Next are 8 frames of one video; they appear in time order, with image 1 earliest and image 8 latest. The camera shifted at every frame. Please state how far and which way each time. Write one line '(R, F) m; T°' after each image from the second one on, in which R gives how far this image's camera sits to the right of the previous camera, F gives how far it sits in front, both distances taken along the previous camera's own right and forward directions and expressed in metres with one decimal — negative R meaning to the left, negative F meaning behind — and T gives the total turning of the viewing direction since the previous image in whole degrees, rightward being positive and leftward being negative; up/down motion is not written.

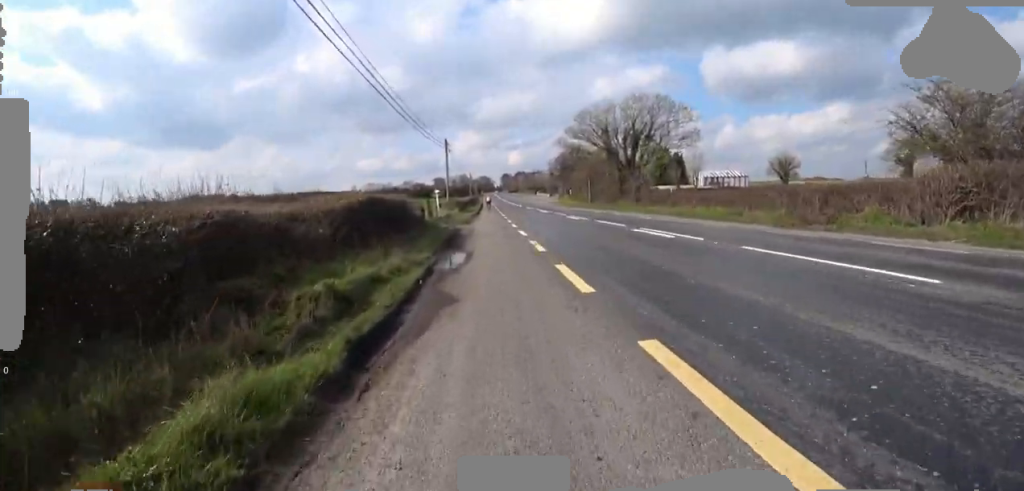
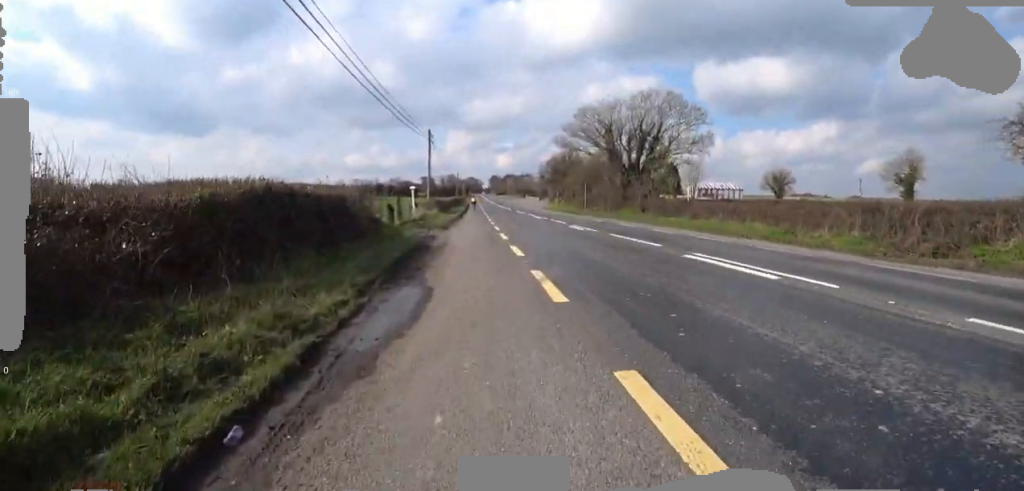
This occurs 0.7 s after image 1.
(0.0, +4.4) m; 0°
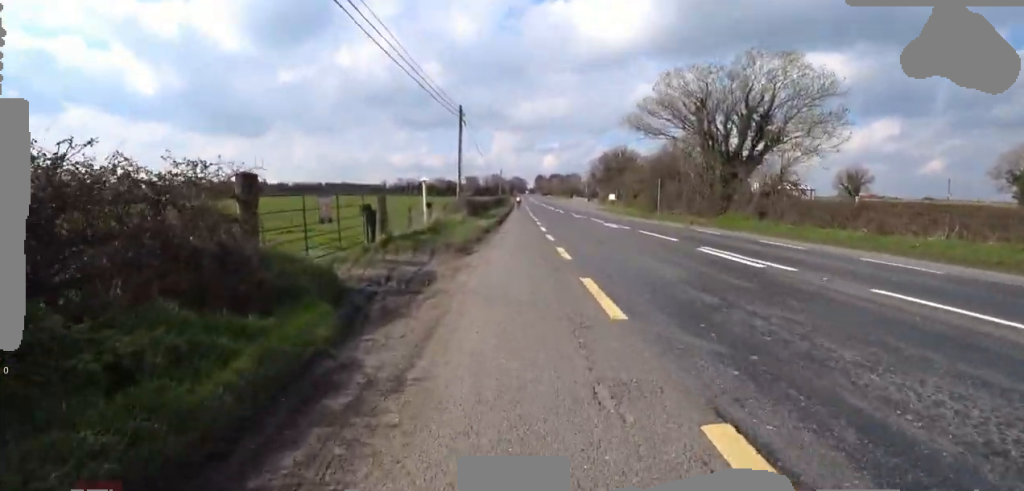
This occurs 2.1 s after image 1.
(0.0, +8.8) m; 0°
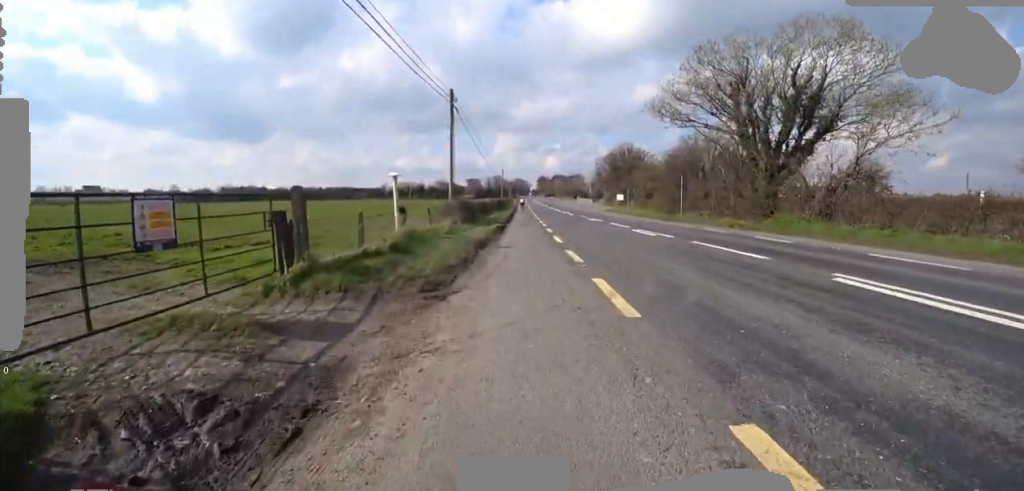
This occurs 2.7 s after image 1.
(0.0, +4.2) m; 0°
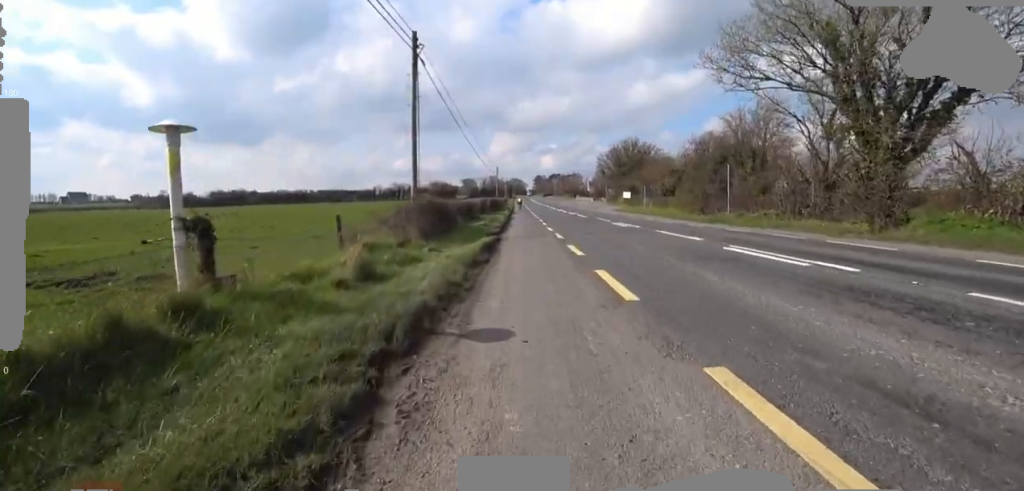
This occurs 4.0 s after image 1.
(0.0, +7.5) m; -2°
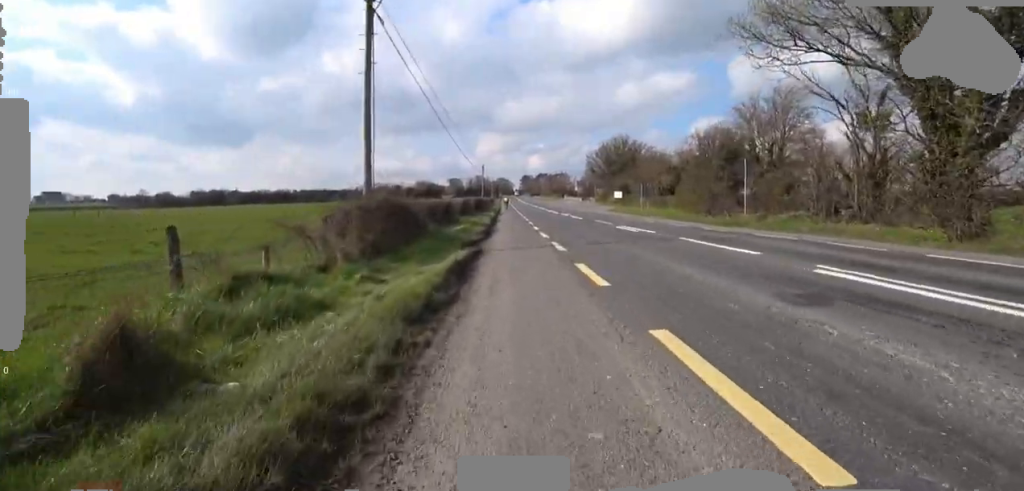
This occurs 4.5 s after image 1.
(0.0, +3.4) m; -2°
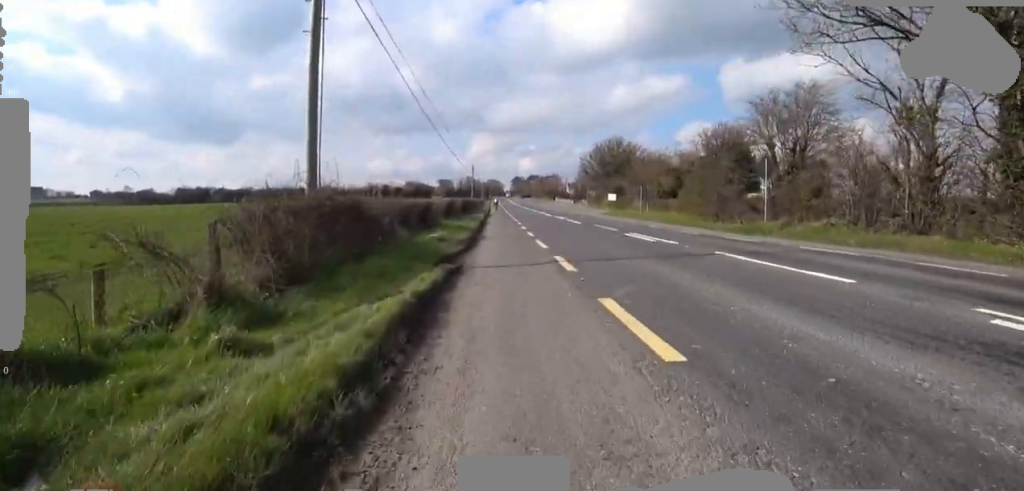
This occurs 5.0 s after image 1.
(-0.2, +2.6) m; -1°
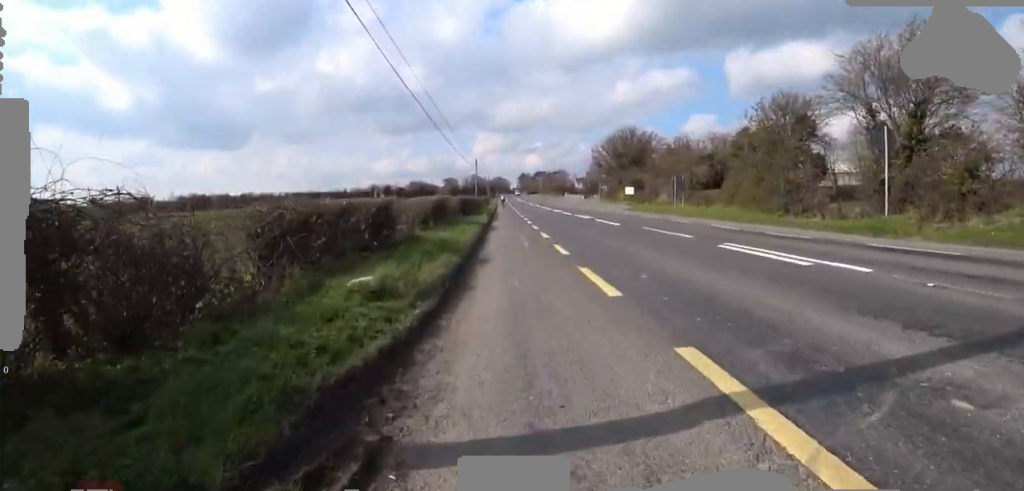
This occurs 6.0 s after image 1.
(0.0, +5.9) m; +1°
